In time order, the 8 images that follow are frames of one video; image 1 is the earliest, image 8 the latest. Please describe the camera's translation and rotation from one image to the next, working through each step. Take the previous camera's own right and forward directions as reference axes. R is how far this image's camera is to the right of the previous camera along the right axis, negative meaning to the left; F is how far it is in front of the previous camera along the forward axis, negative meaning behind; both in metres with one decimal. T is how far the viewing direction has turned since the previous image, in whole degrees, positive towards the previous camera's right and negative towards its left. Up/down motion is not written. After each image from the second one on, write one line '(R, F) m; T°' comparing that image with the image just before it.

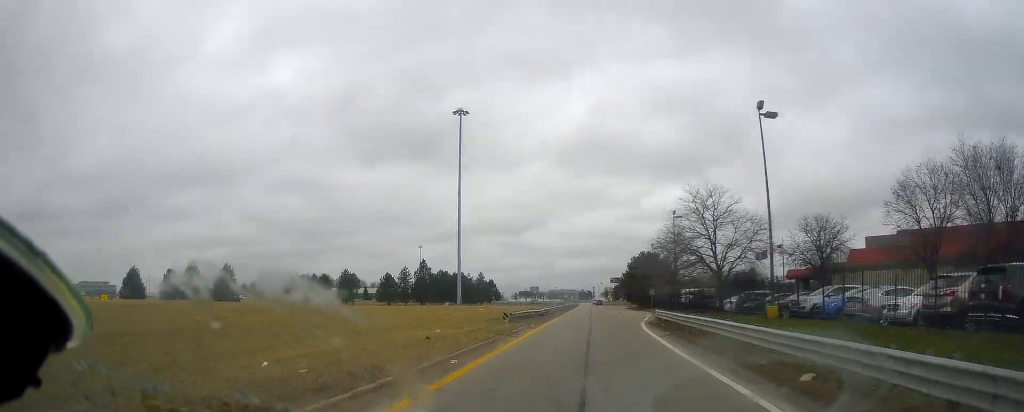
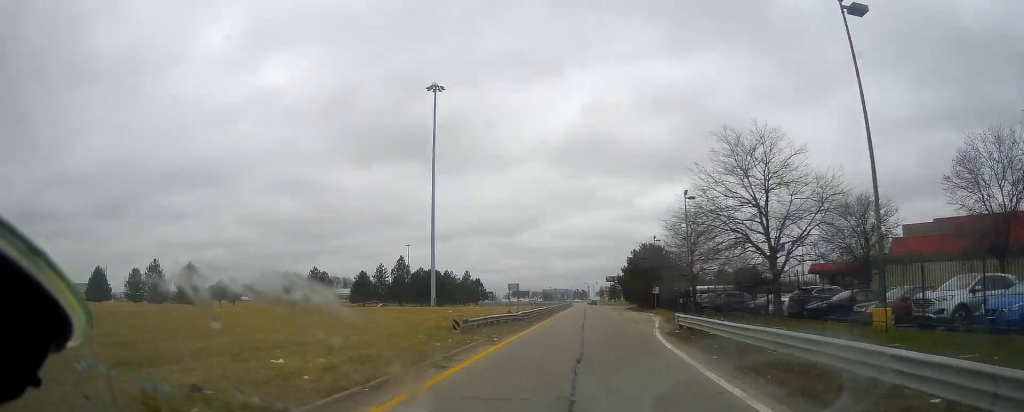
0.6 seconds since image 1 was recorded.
(+0.2, +11.6) m; +2°
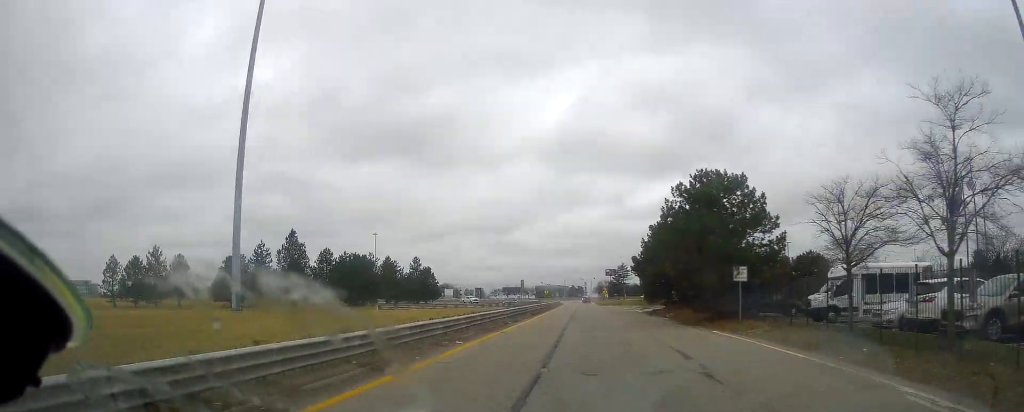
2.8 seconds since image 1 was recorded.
(-0.9, +43.7) m; -3°
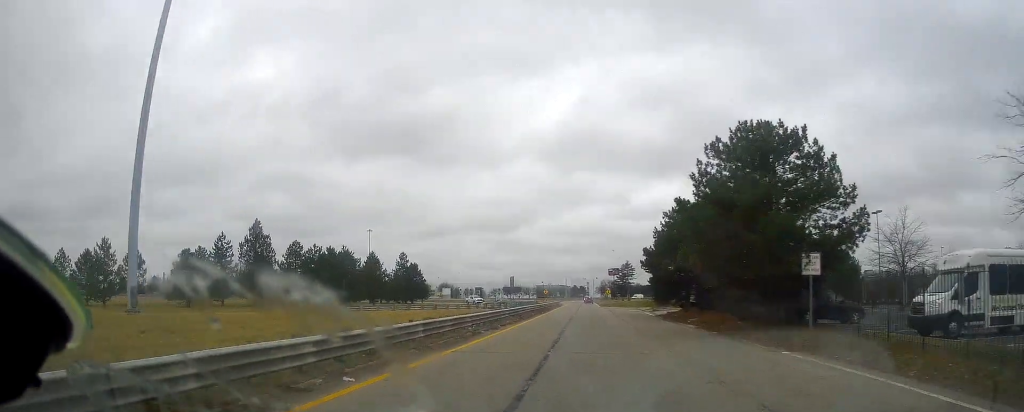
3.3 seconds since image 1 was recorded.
(0.0, +9.9) m; 0°
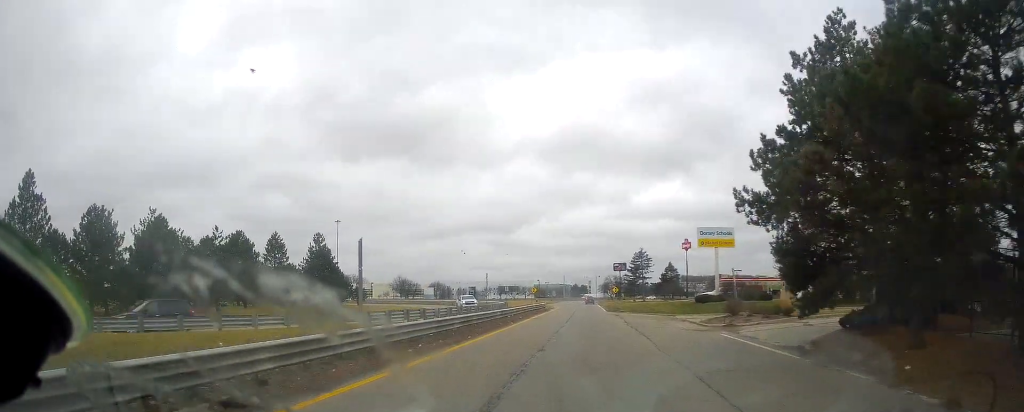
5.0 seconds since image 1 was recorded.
(+0.2, +35.8) m; +1°
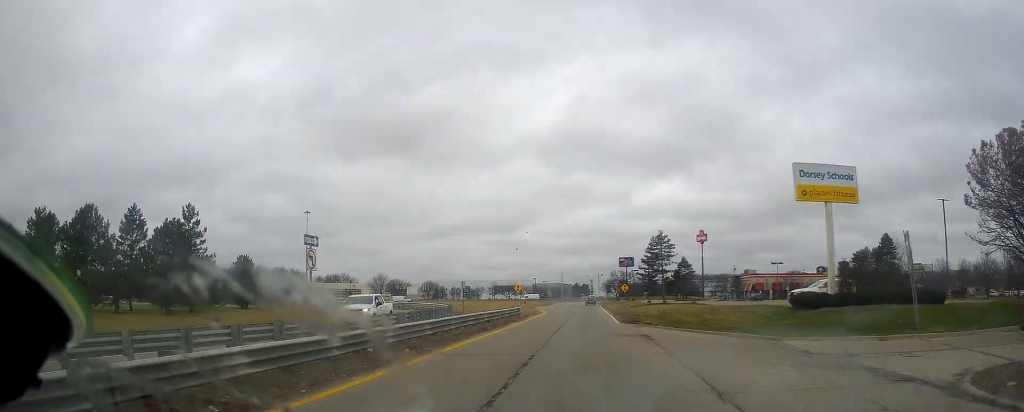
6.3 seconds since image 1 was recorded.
(0.0, +27.5) m; +1°
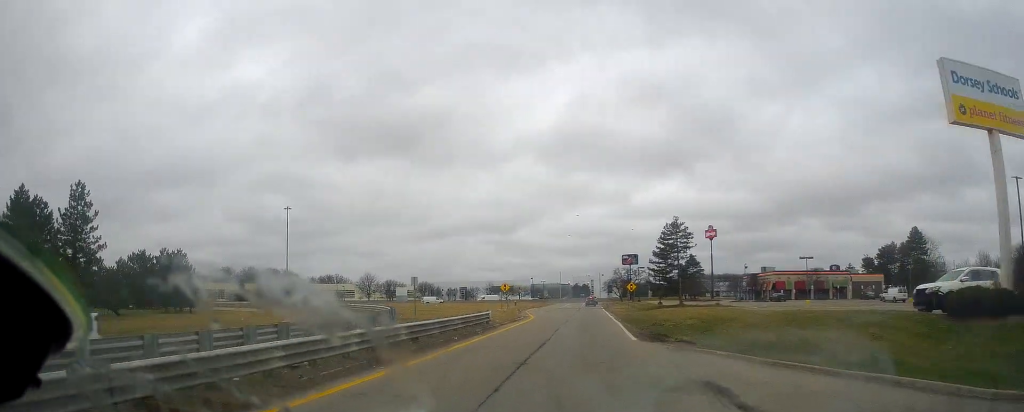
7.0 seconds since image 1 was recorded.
(+0.1, +14.2) m; 0°
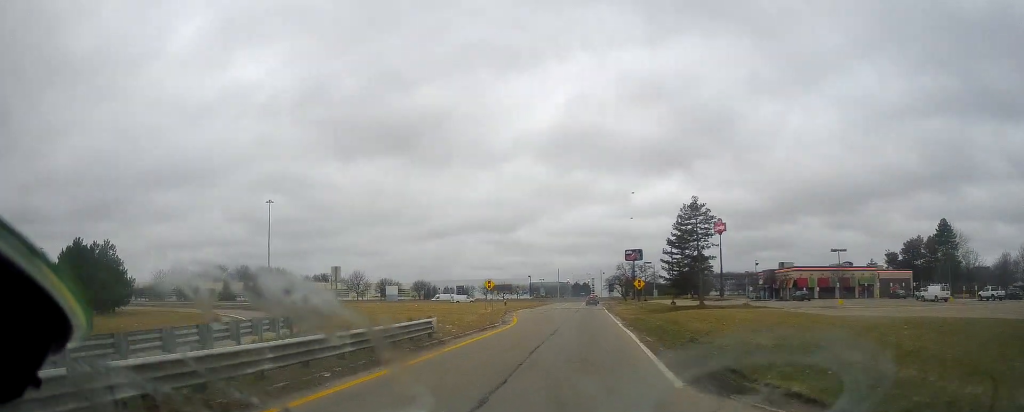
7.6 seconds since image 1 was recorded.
(+0.5, +12.0) m; -1°
